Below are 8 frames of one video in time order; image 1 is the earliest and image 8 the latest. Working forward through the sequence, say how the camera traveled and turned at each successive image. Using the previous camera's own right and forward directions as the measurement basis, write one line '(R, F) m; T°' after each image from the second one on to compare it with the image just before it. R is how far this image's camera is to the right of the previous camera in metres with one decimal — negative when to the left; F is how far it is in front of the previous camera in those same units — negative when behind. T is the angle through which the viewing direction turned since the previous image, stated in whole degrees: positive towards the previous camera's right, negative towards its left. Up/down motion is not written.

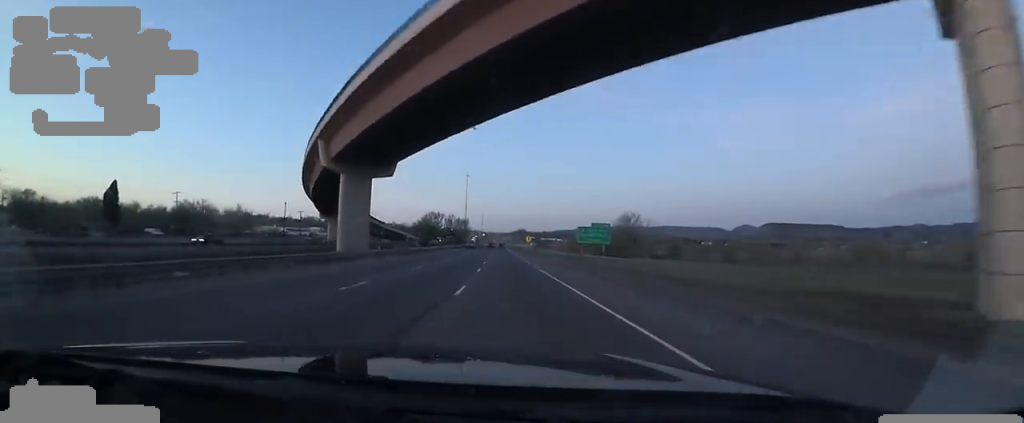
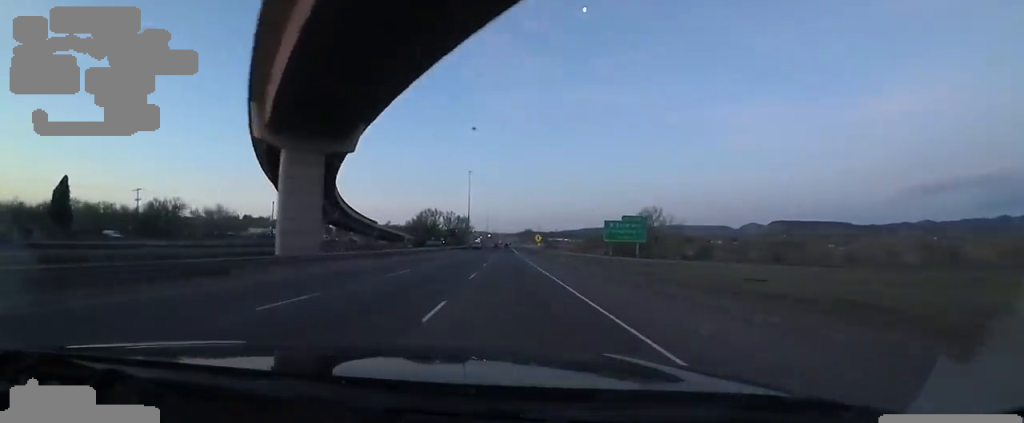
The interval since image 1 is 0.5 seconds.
(-0.2, +17.0) m; -1°
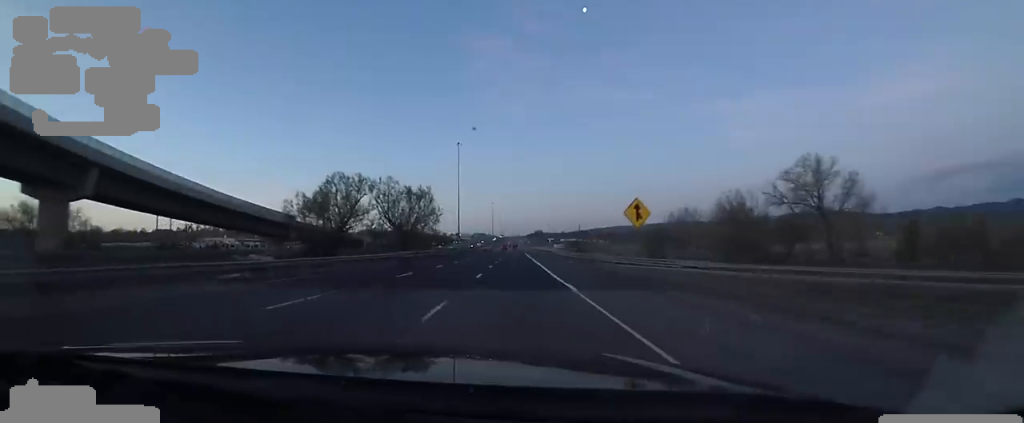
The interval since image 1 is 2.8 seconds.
(0.0, +74.4) m; -1°
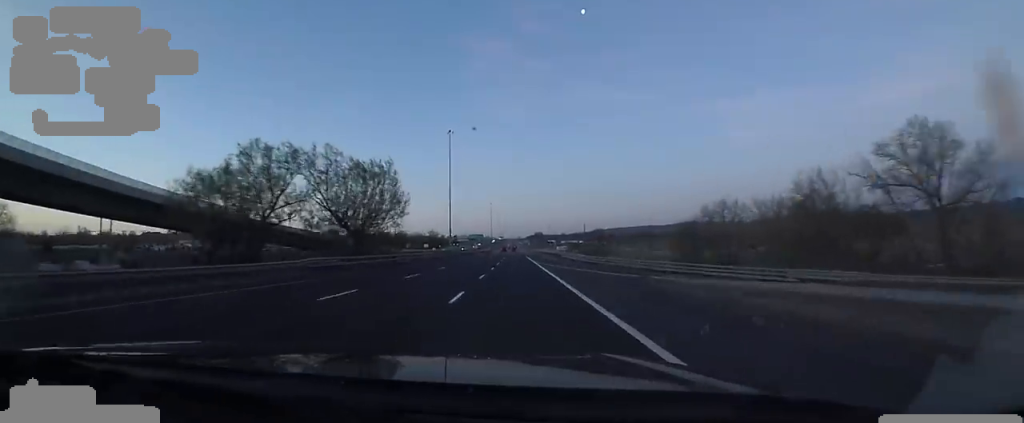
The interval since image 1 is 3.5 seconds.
(+0.1, +20.5) m; -1°
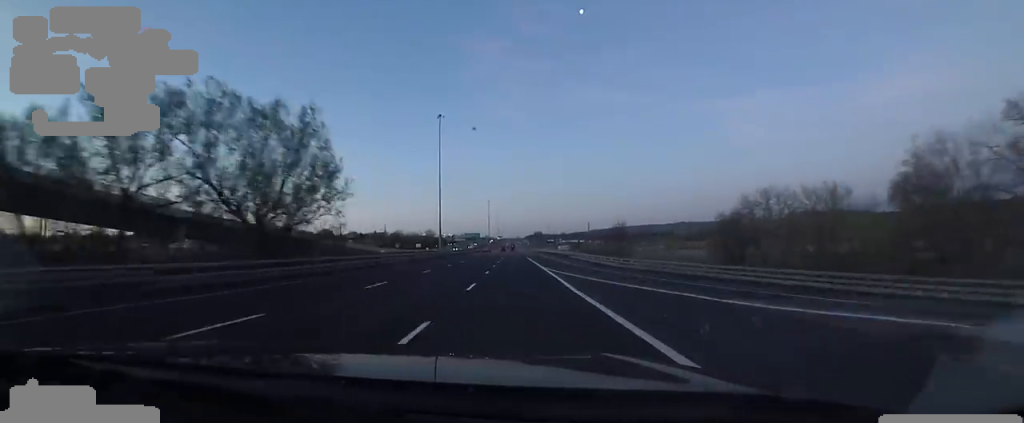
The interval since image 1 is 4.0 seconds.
(-0.5, +17.1) m; 0°
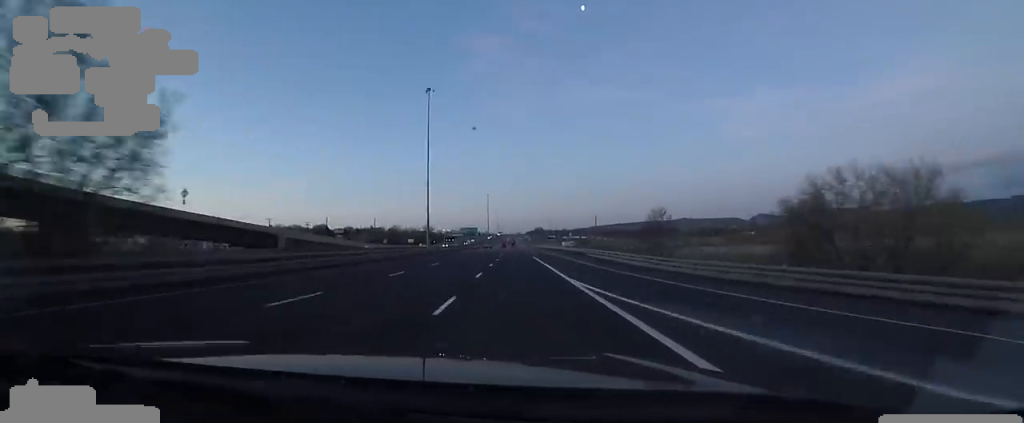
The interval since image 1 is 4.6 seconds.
(-0.1, +17.9) m; 0°
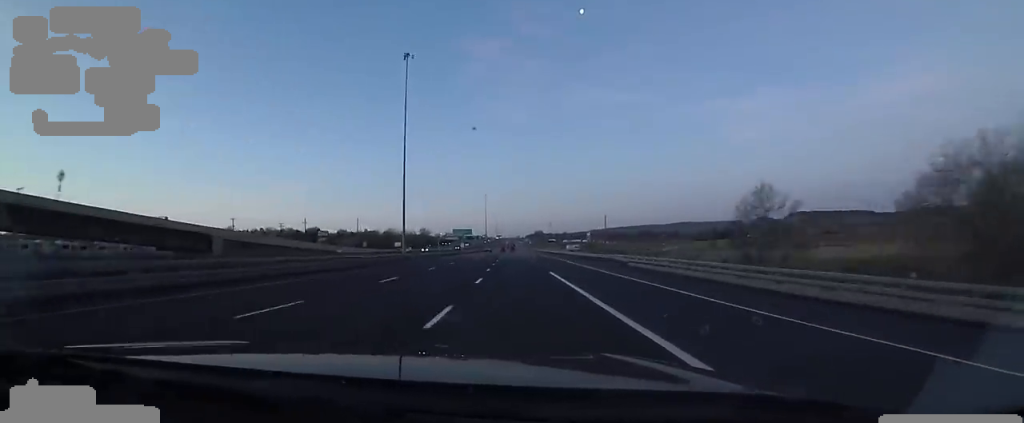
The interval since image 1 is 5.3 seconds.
(+0.5, +21.6) m; +1°
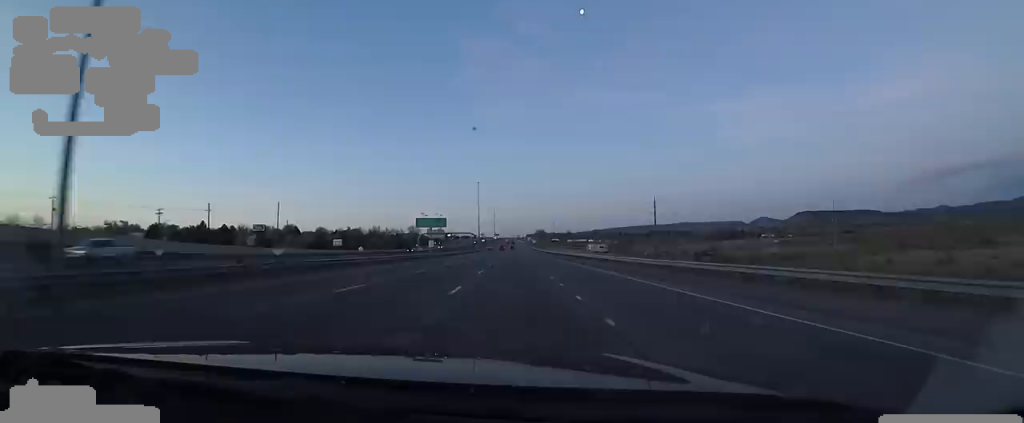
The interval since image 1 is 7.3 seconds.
(+0.4, +62.0) m; 0°
